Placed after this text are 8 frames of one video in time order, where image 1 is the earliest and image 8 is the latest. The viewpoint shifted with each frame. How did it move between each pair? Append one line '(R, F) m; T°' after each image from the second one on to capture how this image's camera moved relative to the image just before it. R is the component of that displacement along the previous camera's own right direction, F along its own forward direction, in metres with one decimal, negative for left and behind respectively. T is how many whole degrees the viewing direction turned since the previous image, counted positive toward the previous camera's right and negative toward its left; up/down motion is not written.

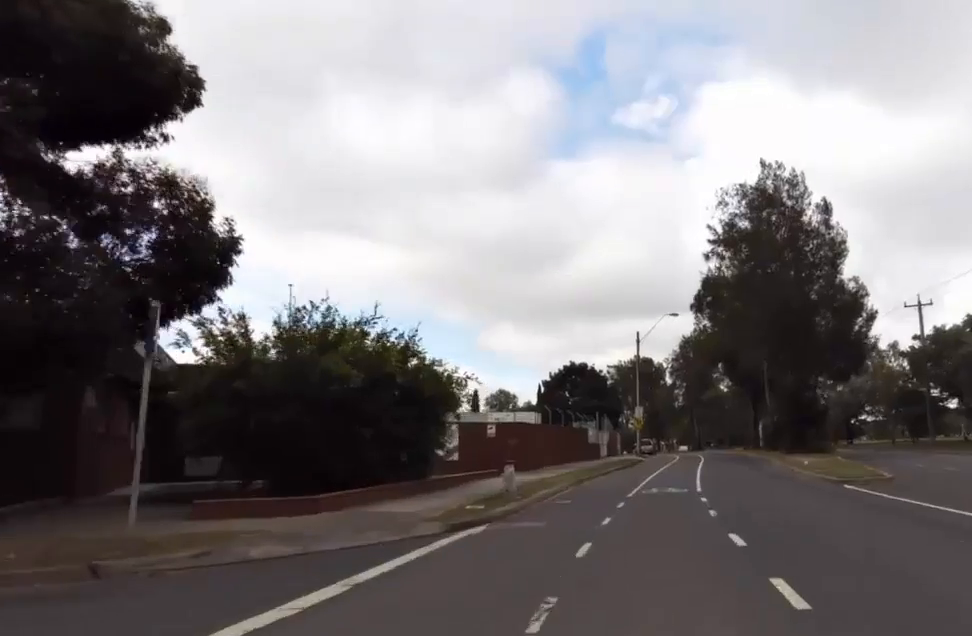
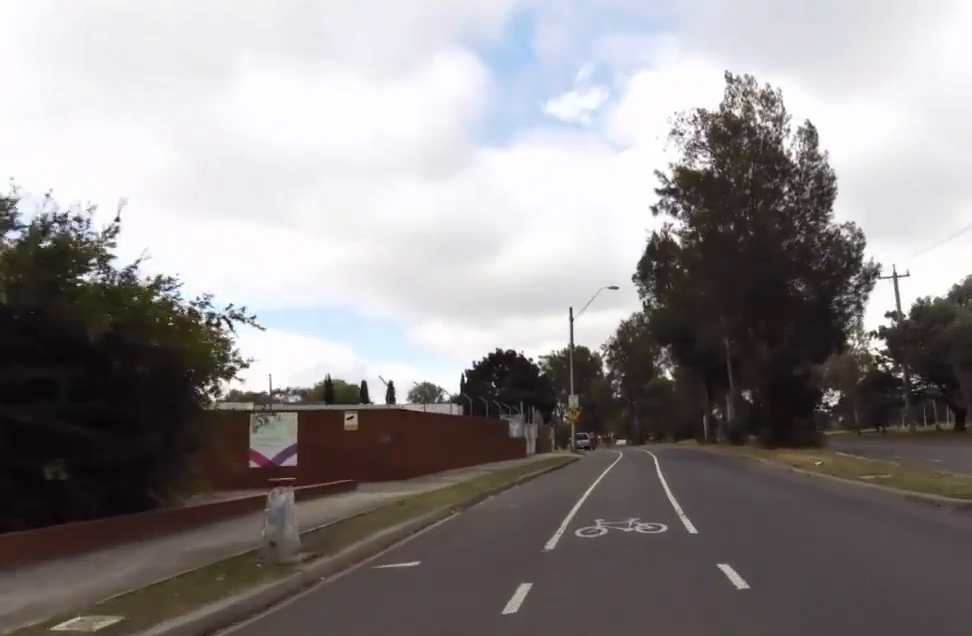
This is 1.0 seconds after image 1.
(+0.1, +8.5) m; +1°
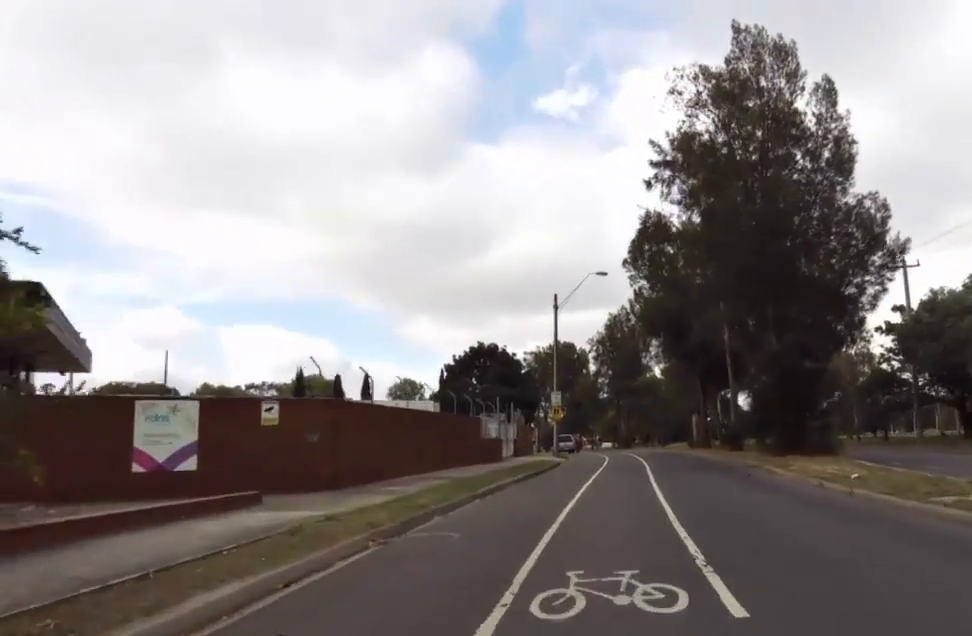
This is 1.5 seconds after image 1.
(0.0, +3.5) m; 0°
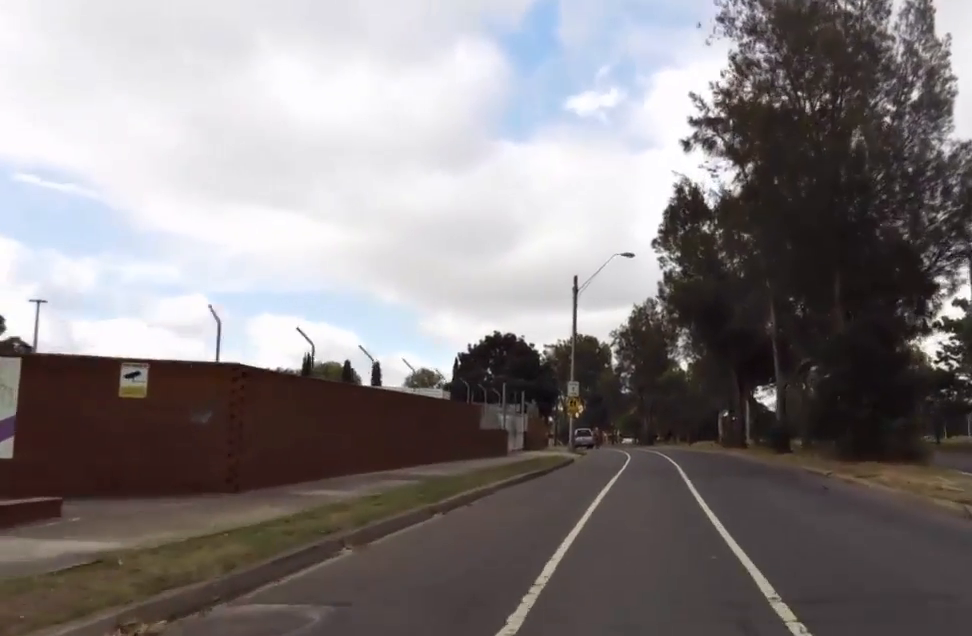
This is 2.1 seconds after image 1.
(0.0, +4.9) m; 0°
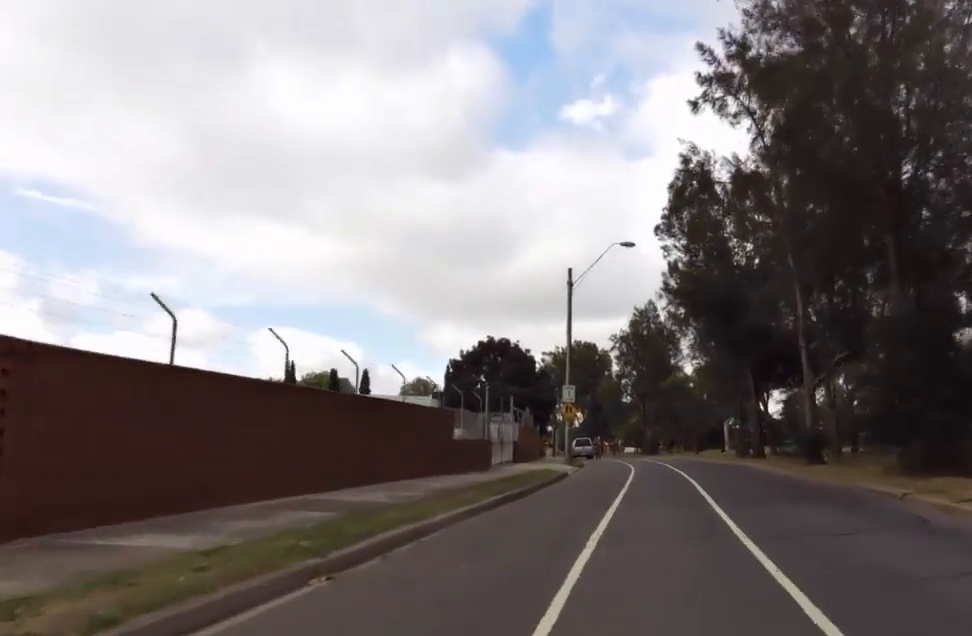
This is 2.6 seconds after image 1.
(0.0, +4.1) m; 0°
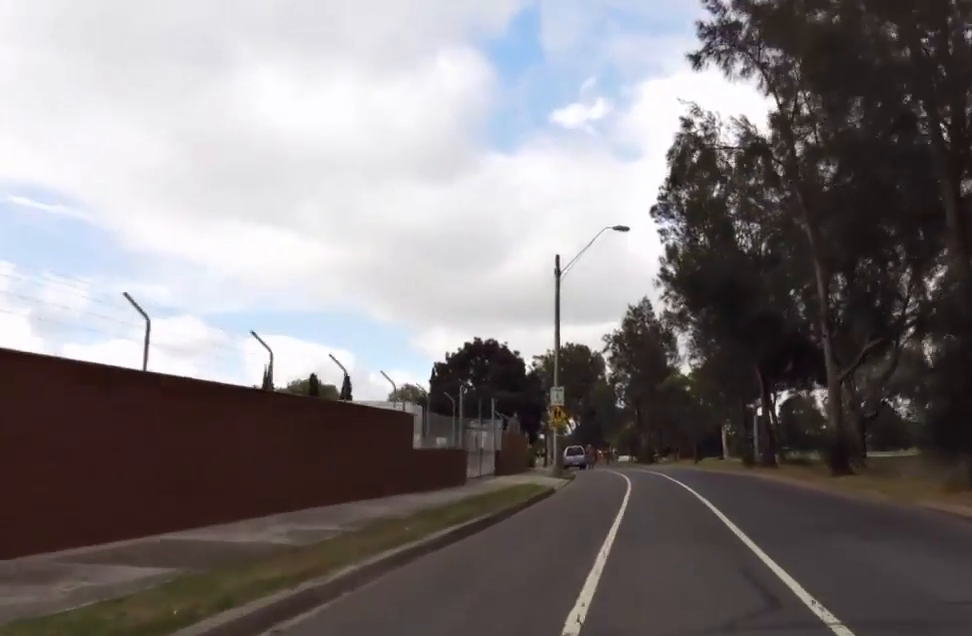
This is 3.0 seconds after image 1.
(0.0, +3.3) m; 0°
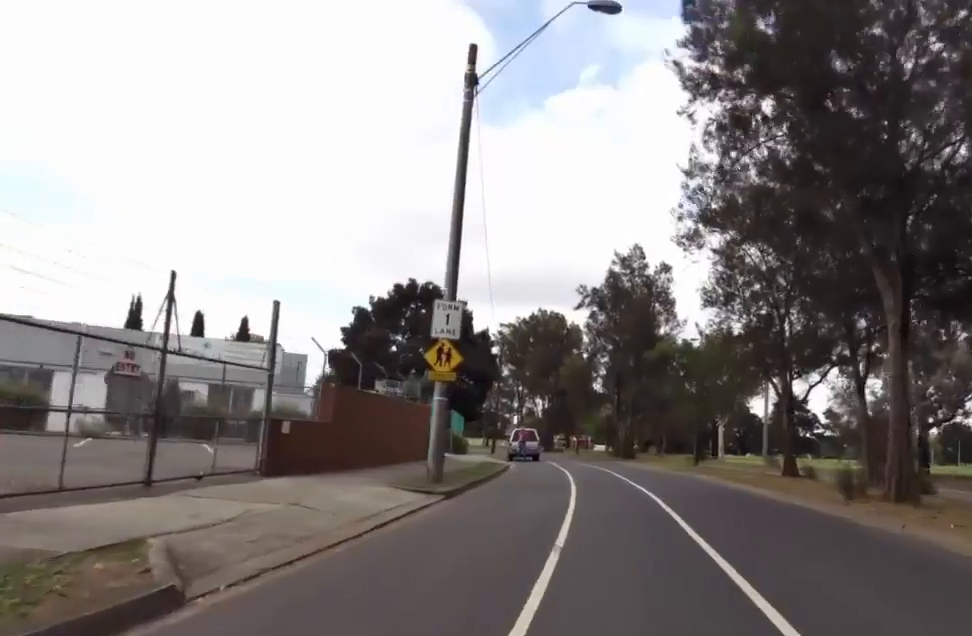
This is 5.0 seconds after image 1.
(0.0, +16.4) m; 0°
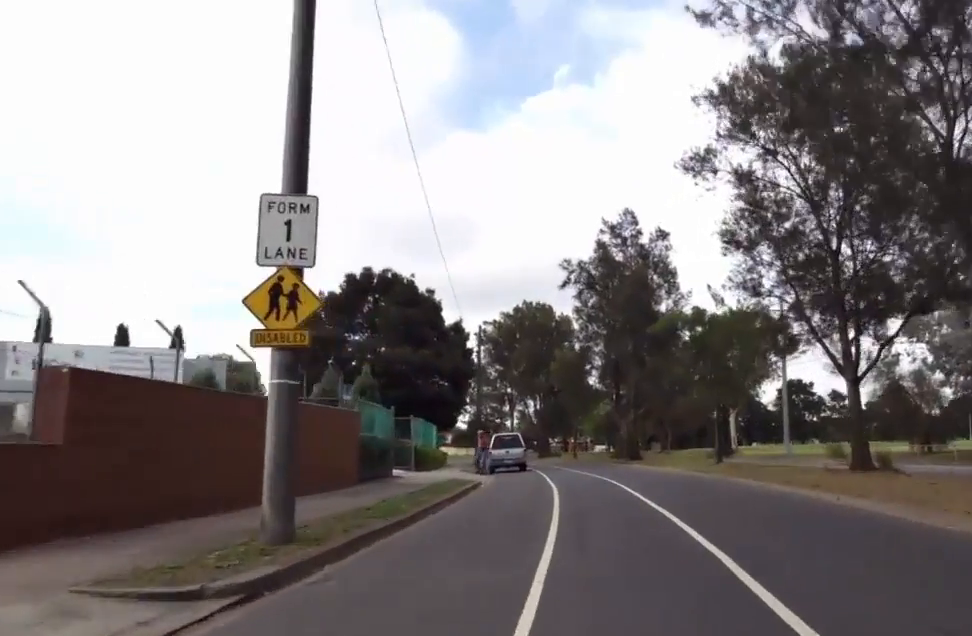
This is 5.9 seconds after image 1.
(0.0, +7.3) m; -1°
